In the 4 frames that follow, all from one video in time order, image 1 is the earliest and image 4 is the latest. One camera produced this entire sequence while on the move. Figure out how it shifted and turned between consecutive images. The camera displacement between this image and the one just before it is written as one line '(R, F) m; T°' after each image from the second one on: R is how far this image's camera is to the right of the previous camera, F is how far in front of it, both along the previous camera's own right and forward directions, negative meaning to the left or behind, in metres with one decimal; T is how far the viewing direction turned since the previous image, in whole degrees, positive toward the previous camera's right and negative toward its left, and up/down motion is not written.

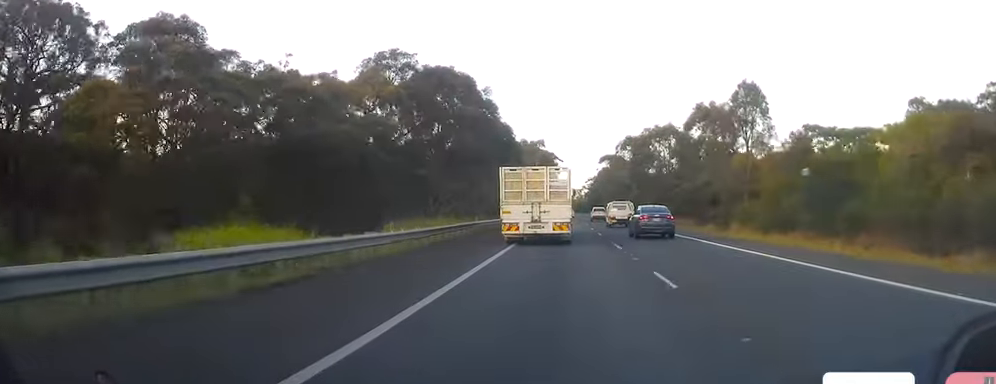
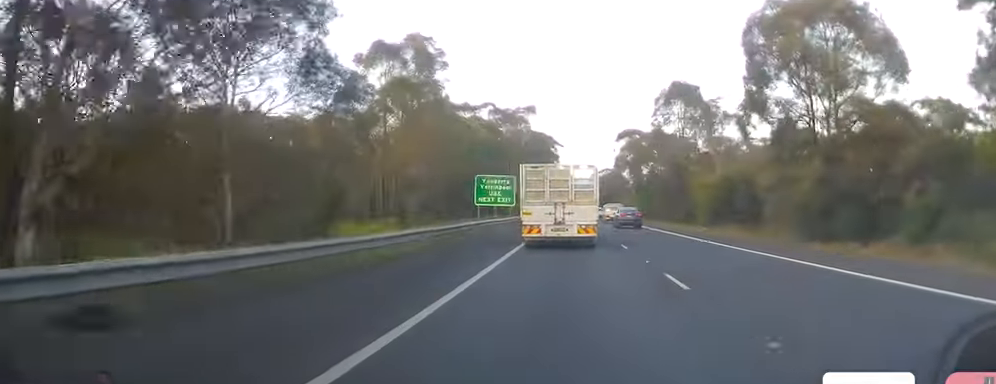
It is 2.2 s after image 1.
(0.0, +60.0) m; 0°
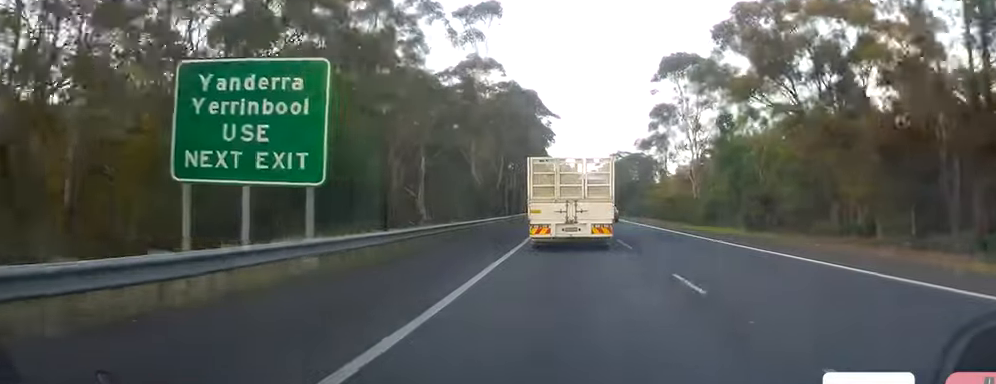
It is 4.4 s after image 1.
(-0.9, +60.7) m; -1°
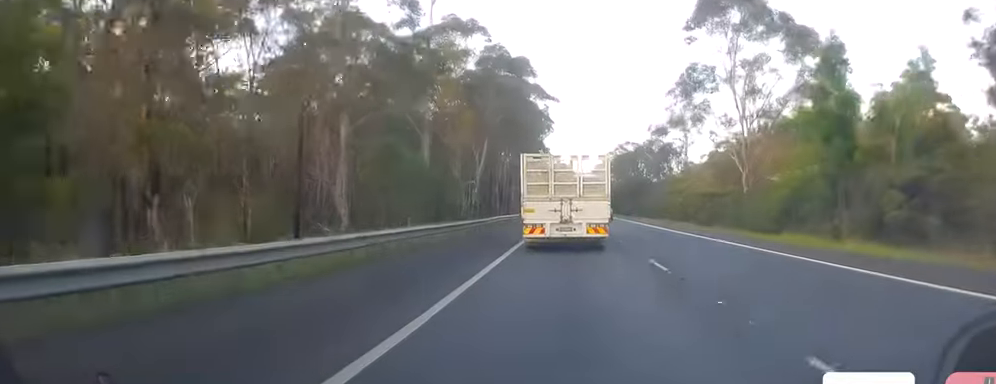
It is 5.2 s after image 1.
(+0.1, +20.0) m; +1°
